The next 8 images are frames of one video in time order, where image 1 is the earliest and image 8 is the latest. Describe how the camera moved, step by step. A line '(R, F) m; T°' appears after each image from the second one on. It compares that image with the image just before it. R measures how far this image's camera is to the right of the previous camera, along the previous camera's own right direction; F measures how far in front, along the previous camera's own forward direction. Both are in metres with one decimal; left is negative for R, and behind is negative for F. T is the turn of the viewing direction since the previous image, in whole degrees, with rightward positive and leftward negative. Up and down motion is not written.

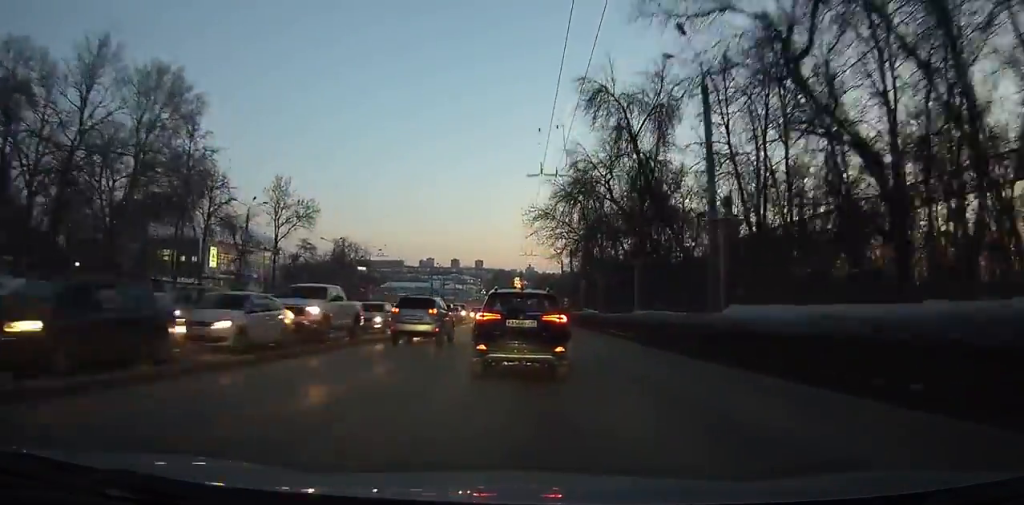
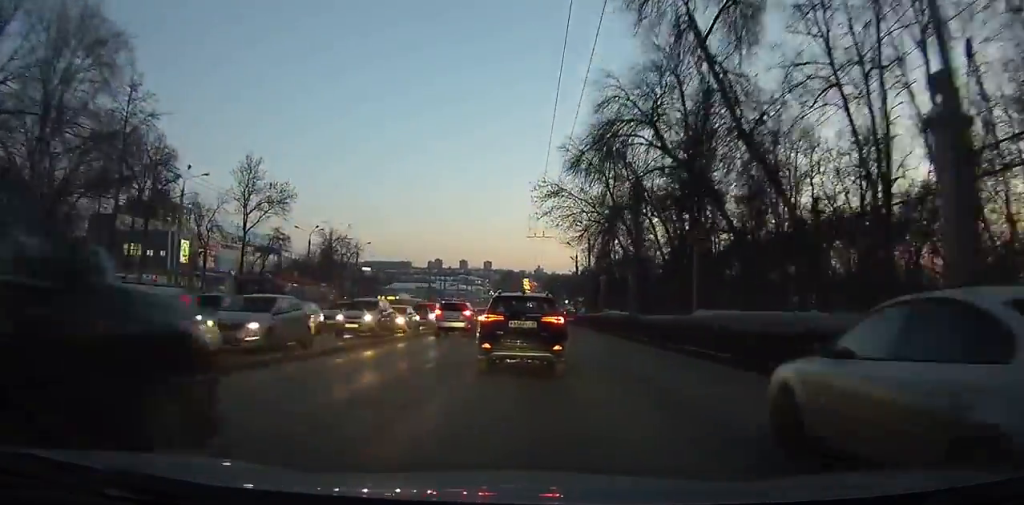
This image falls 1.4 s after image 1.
(0.0, +14.0) m; 0°
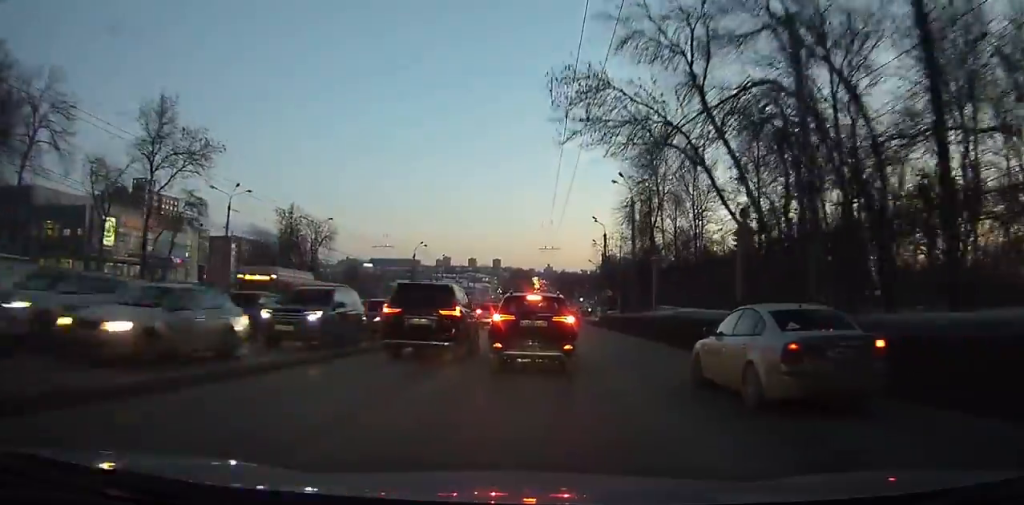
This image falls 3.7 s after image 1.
(0.0, +22.6) m; 0°
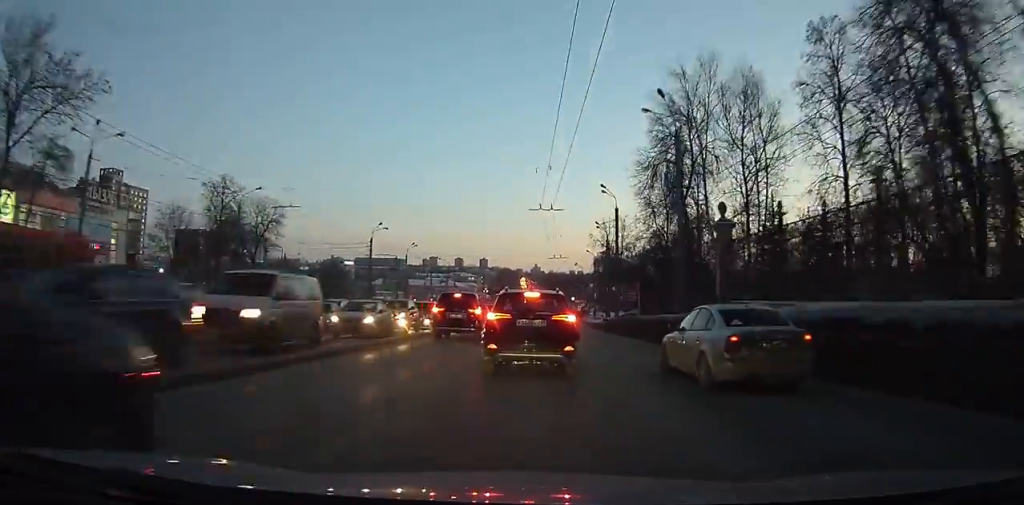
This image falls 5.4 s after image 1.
(0.0, +16.0) m; 0°
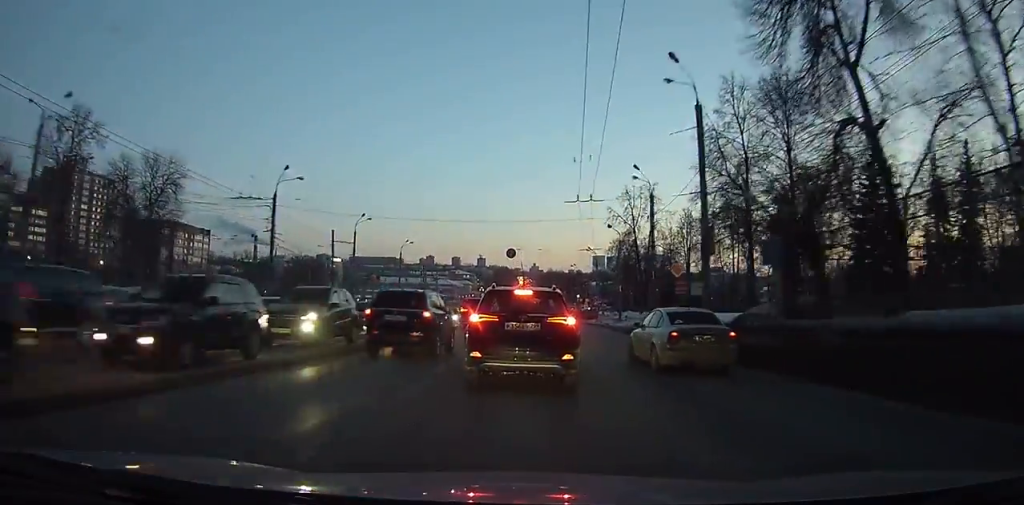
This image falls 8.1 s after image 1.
(0.0, +24.5) m; 0°
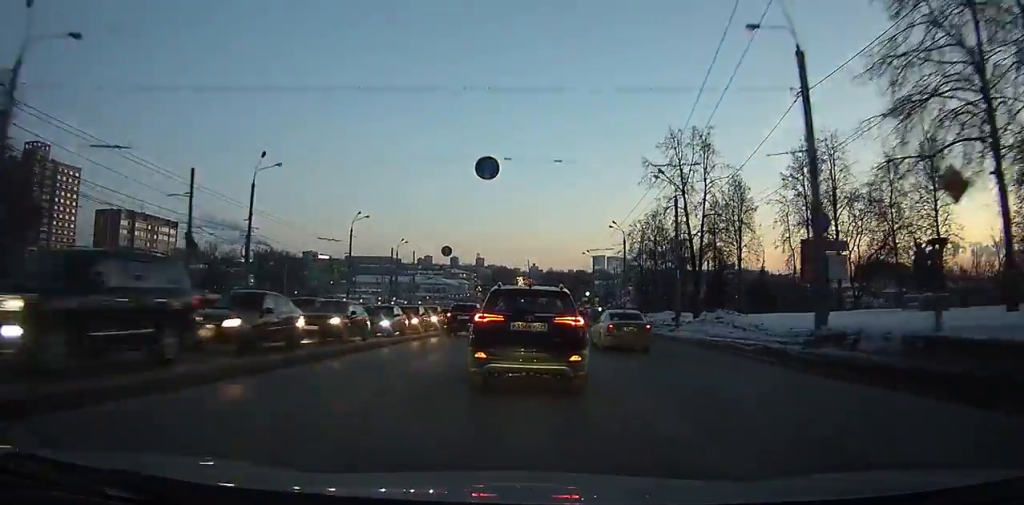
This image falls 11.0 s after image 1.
(0.0, +24.6) m; 0°
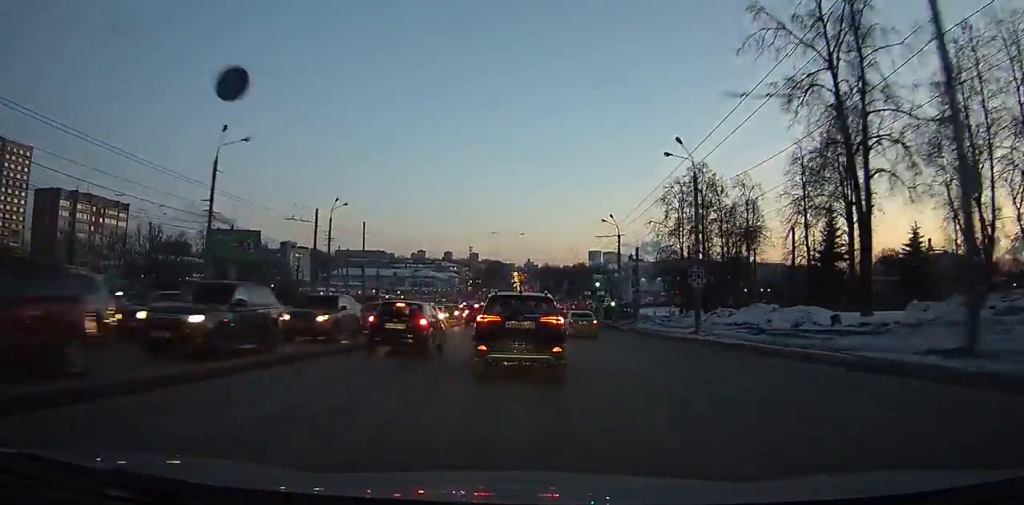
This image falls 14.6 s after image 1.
(+0.2, +28.1) m; 0°
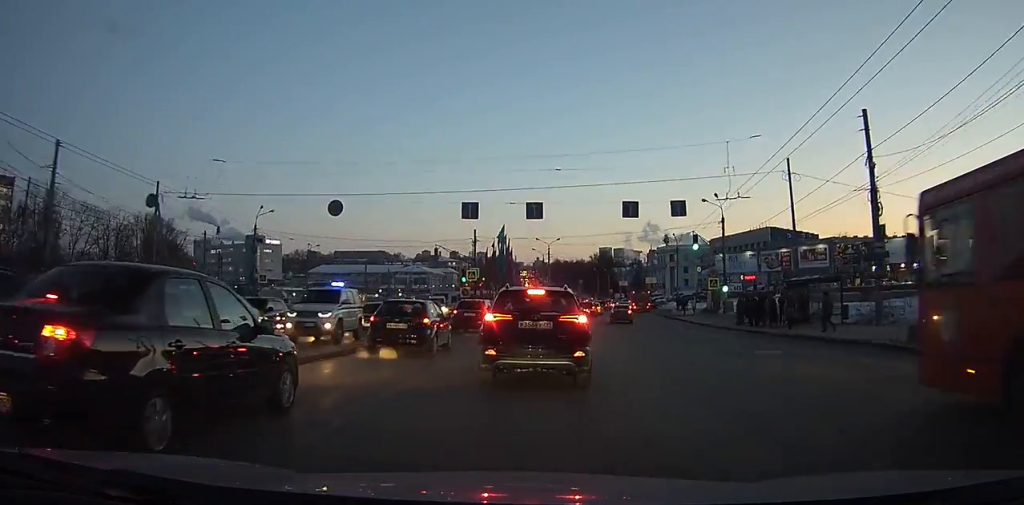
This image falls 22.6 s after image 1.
(-0.6, +48.2) m; 0°
